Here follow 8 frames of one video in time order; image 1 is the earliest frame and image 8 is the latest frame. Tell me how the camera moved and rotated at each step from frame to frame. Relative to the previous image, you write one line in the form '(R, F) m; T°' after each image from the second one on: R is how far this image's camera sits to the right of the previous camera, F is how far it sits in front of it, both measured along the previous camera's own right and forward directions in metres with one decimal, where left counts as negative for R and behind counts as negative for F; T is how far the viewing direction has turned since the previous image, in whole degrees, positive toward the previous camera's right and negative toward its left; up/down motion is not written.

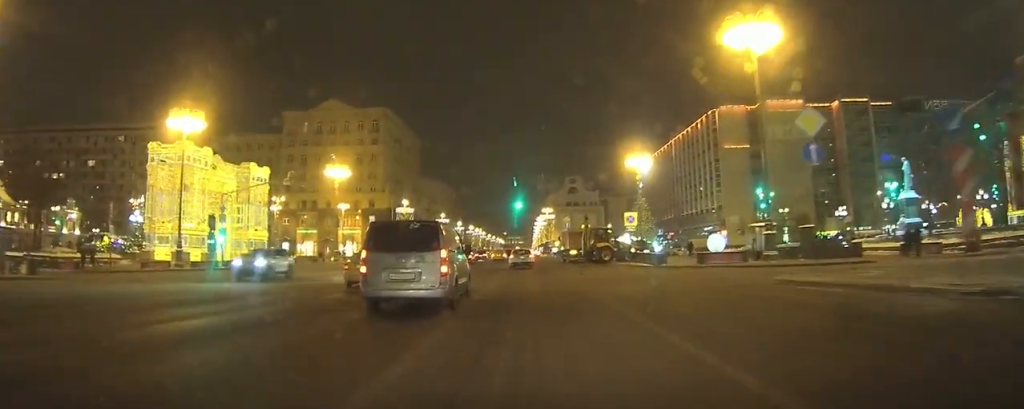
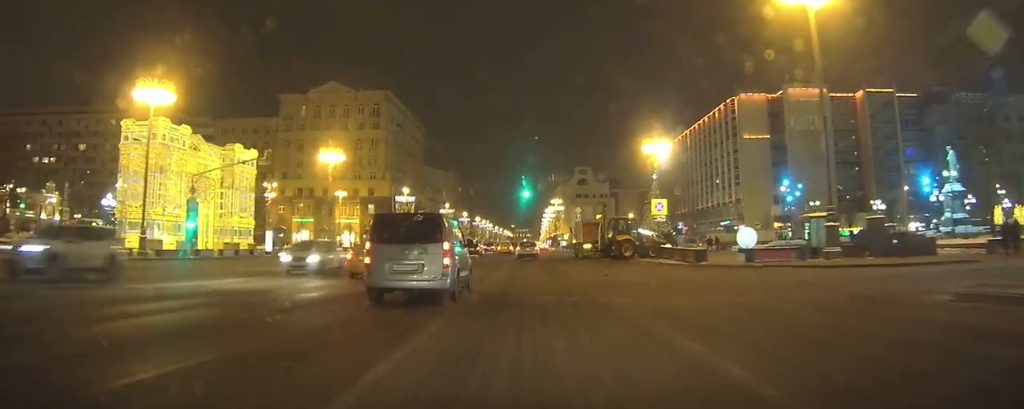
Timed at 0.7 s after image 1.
(+0.1, +7.3) m; 0°
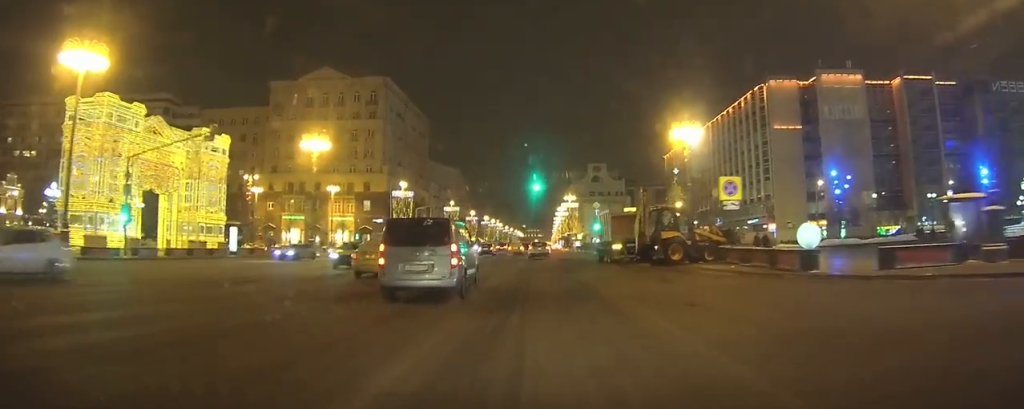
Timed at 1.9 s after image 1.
(-0.1, +11.5) m; -1°
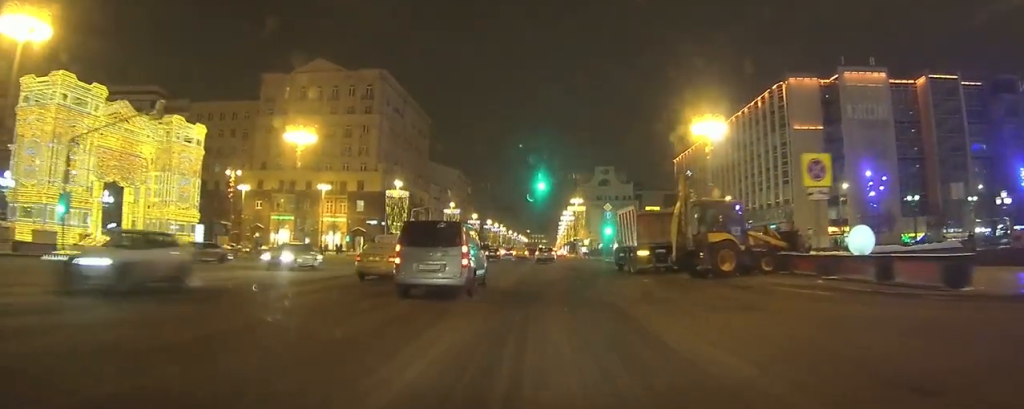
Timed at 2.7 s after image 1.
(-0.1, +7.5) m; 0°
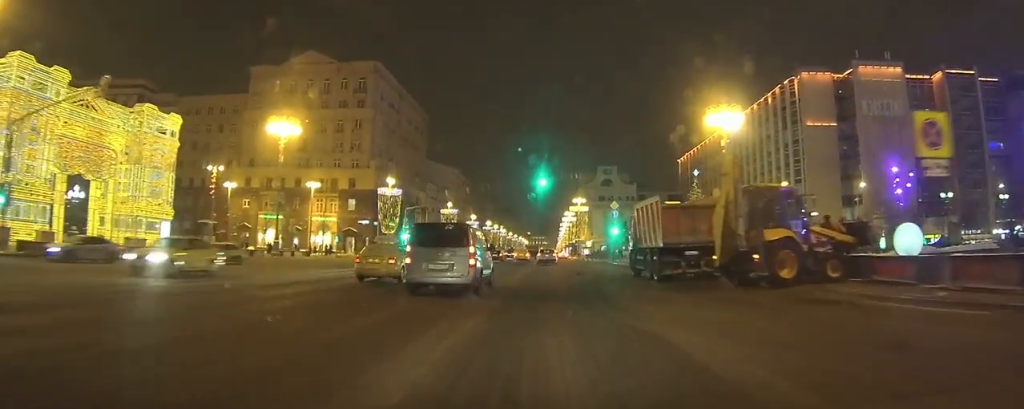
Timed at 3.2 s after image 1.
(0.0, +5.6) m; 0°
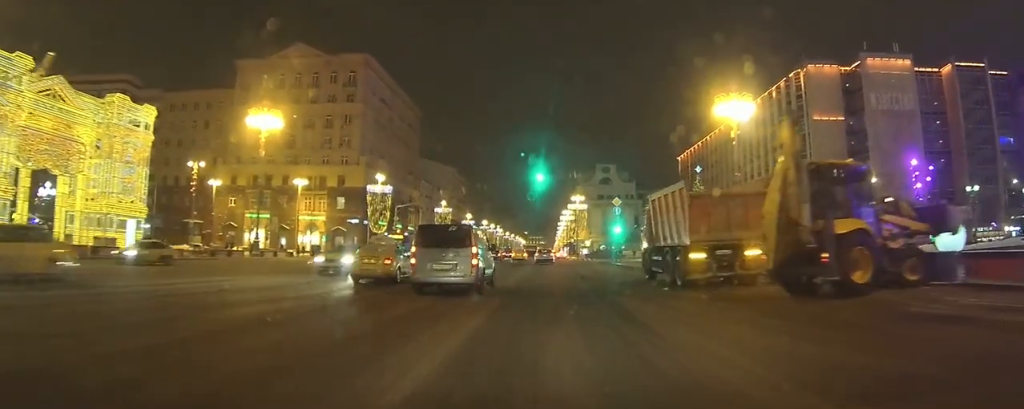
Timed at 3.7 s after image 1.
(0.0, +4.4) m; 0°
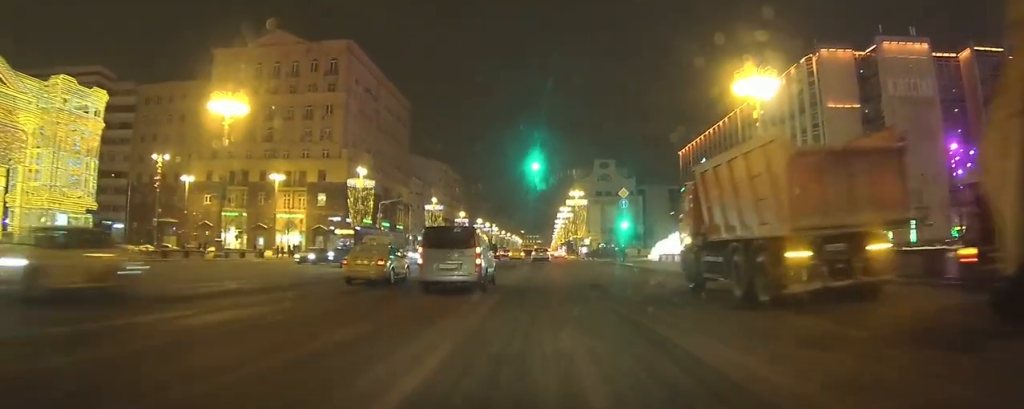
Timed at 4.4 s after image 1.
(0.0, +7.5) m; 0°
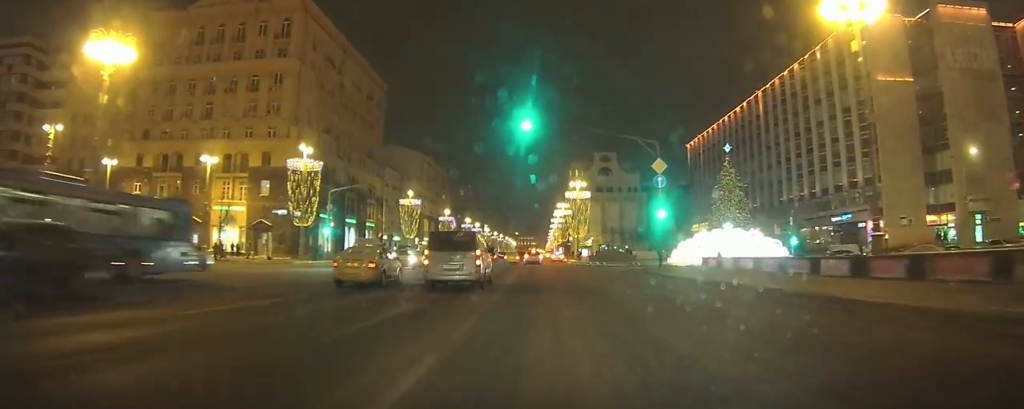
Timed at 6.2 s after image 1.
(+0.4, +19.2) m; +3°
